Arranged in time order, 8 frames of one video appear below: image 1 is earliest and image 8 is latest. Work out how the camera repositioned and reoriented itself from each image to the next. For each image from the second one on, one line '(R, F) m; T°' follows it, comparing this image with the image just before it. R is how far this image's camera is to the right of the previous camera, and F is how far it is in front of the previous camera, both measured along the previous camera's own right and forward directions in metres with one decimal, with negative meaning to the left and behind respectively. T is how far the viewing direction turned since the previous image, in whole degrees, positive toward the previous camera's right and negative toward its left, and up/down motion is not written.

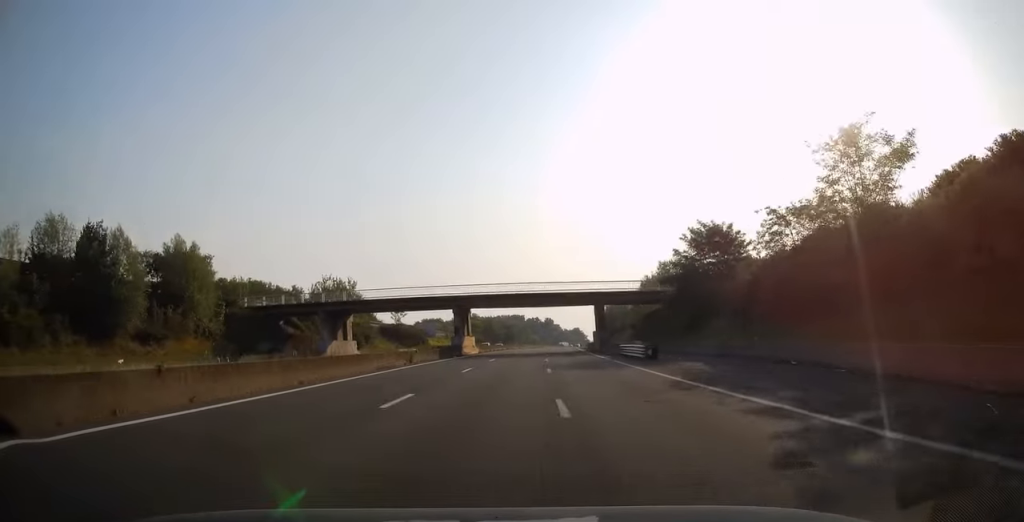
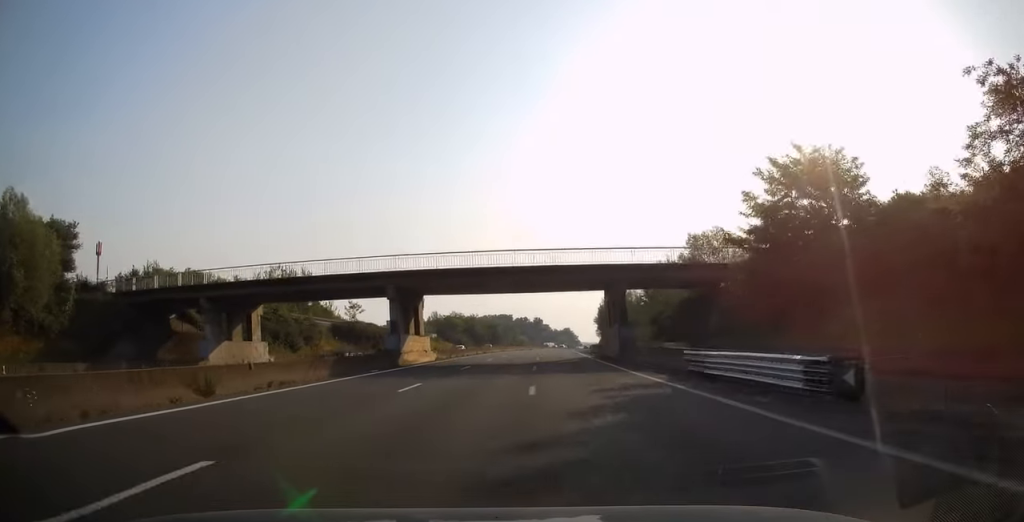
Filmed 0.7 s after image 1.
(+0.2, +22.0) m; +1°
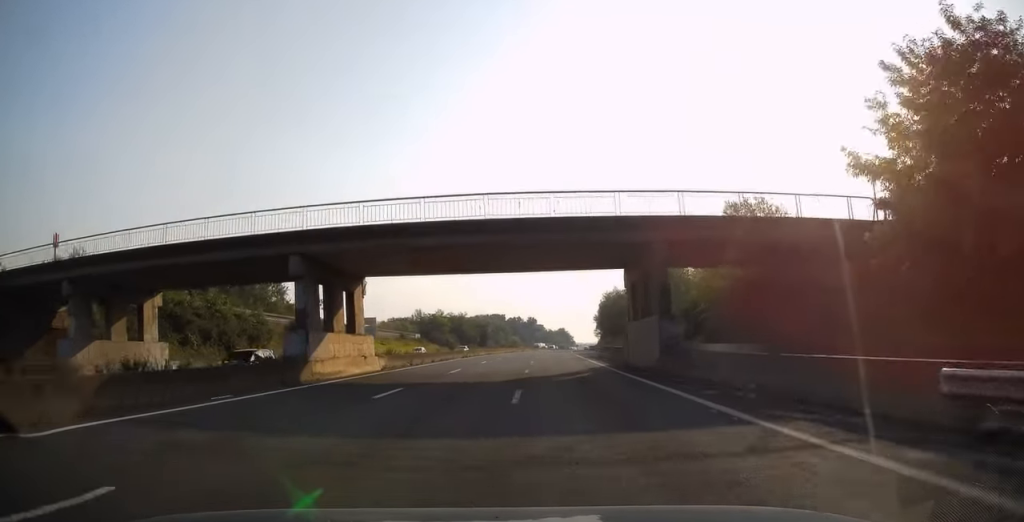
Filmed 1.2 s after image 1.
(+0.1, +14.5) m; +1°
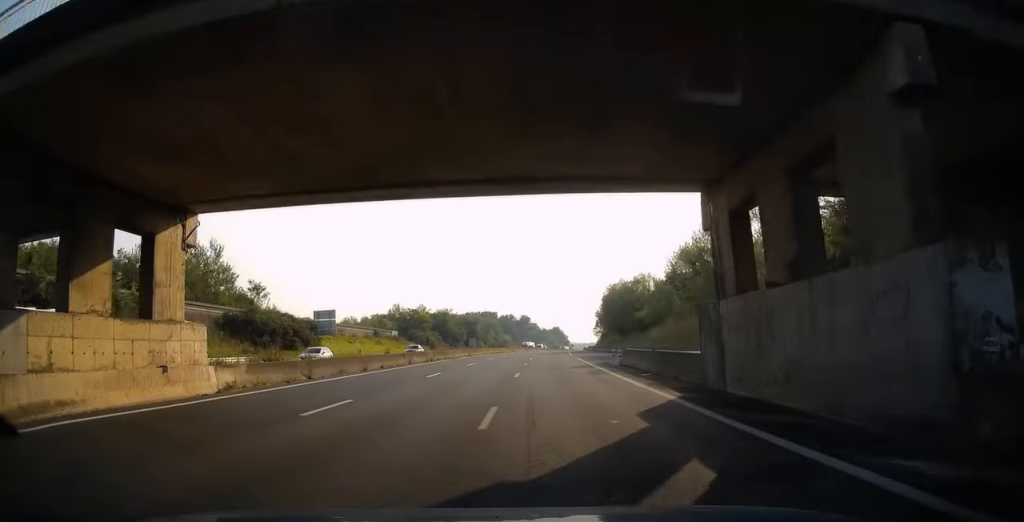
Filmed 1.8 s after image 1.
(+0.2, +16.9) m; +1°
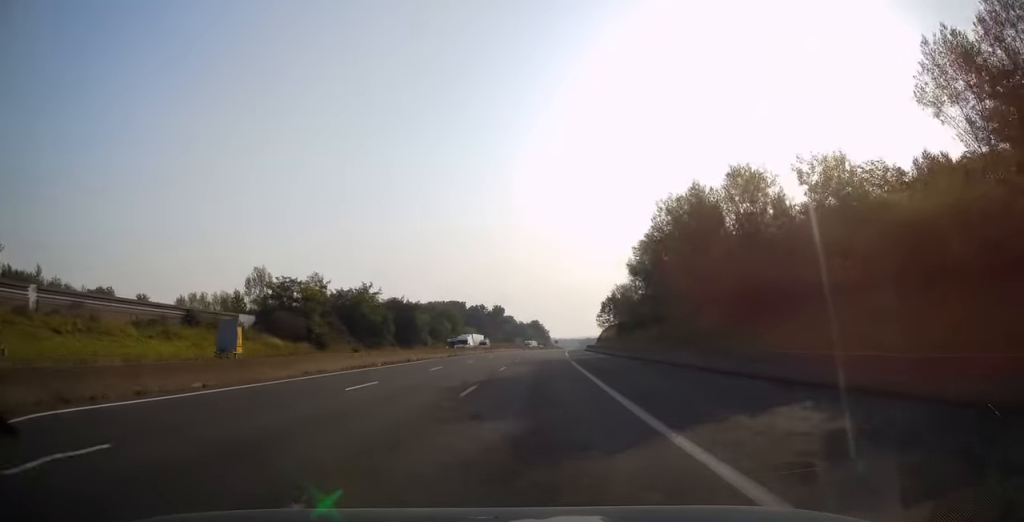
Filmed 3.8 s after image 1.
(+0.9, +60.0) m; +2°
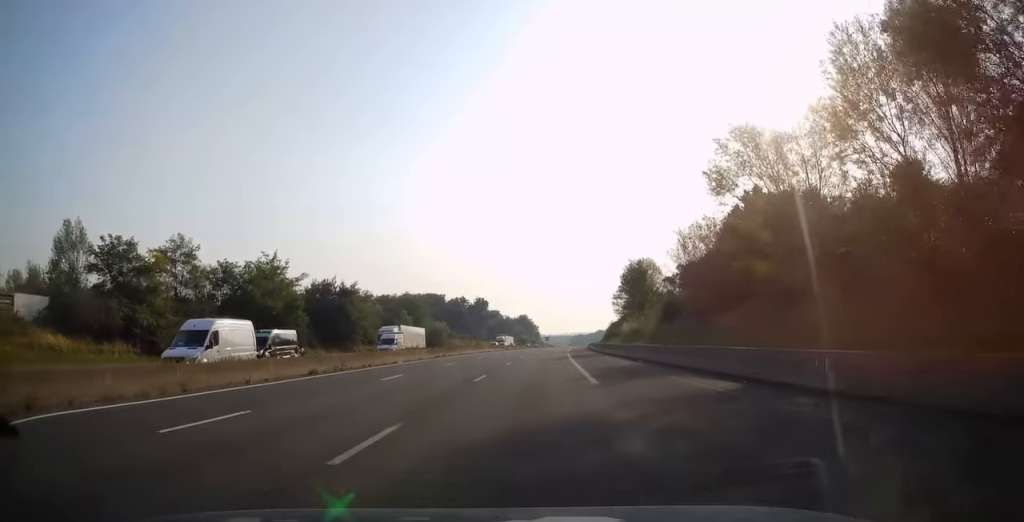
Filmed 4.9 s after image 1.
(+0.4, +34.7) m; +2°
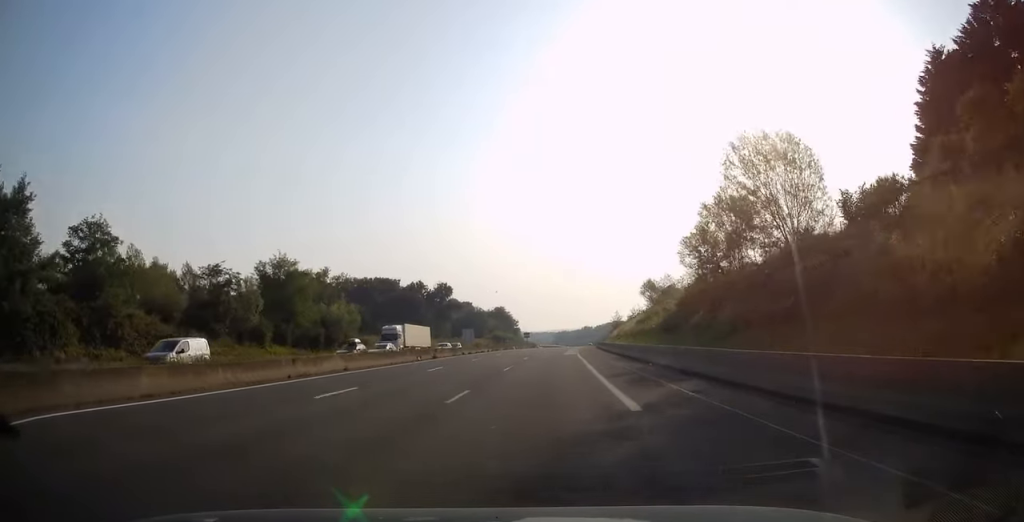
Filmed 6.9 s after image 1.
(+1.0, +59.3) m; +2°
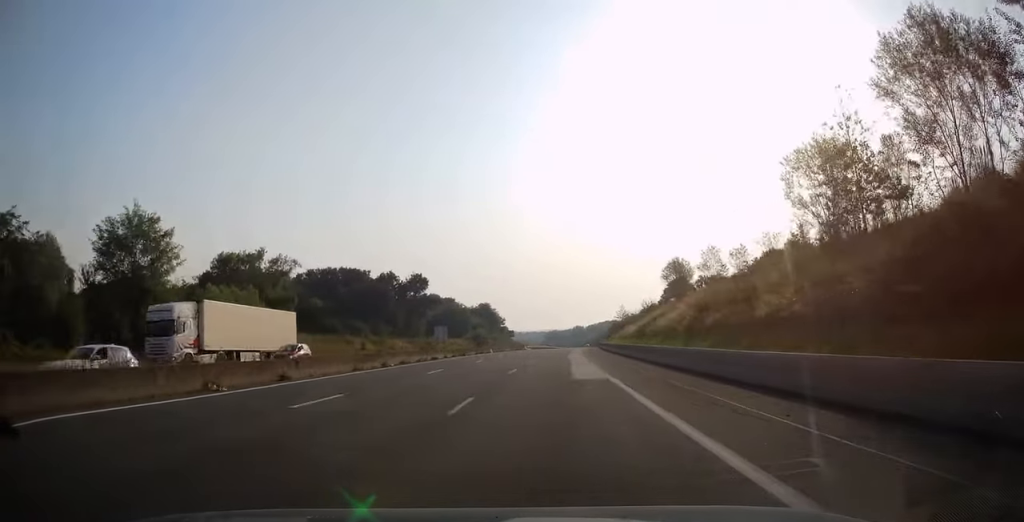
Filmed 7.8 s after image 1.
(+0.3, +28.2) m; +1°
